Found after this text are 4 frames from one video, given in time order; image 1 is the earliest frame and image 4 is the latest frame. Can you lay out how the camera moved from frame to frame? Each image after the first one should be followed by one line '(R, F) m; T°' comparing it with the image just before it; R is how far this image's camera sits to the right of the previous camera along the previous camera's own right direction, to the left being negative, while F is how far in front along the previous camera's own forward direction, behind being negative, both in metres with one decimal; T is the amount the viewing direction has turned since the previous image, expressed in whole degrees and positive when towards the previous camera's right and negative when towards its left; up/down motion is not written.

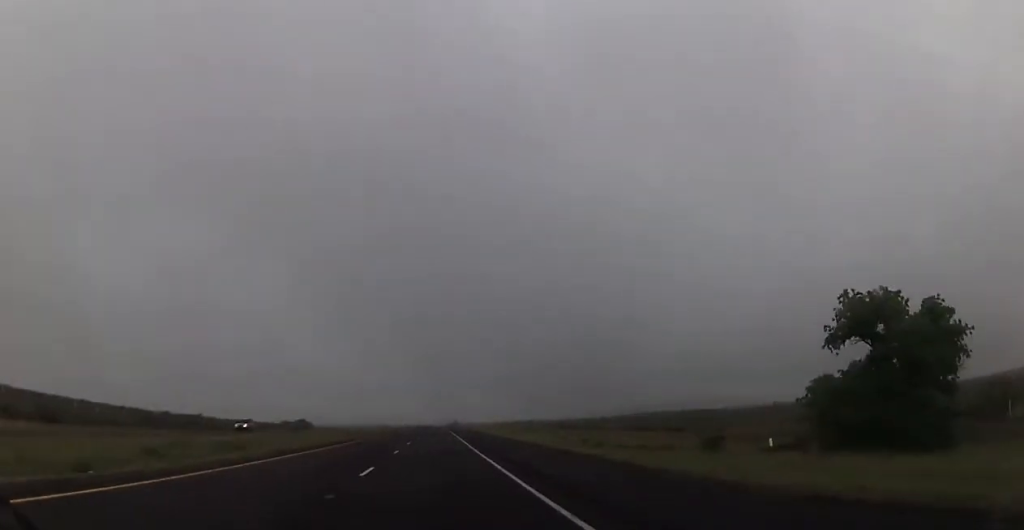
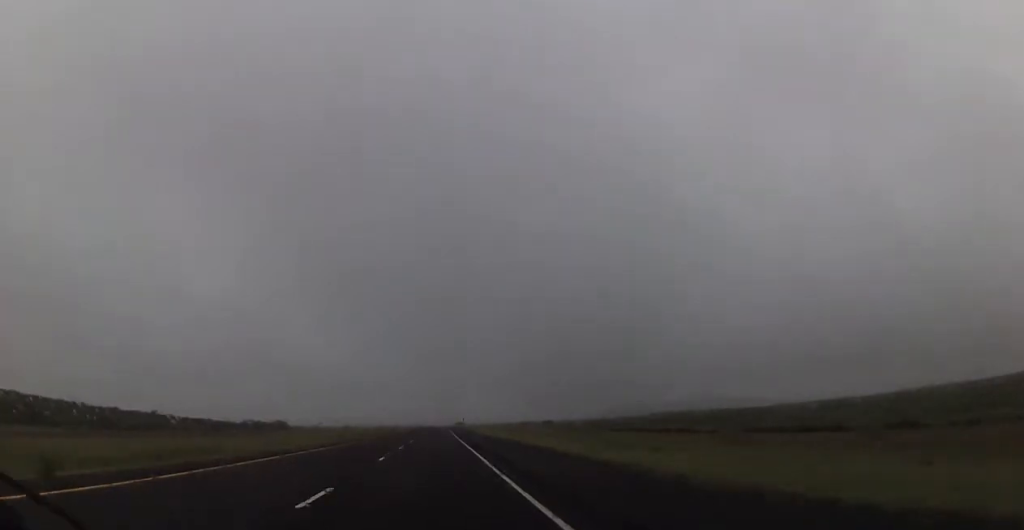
(+0.8, +55.1) m; 0°
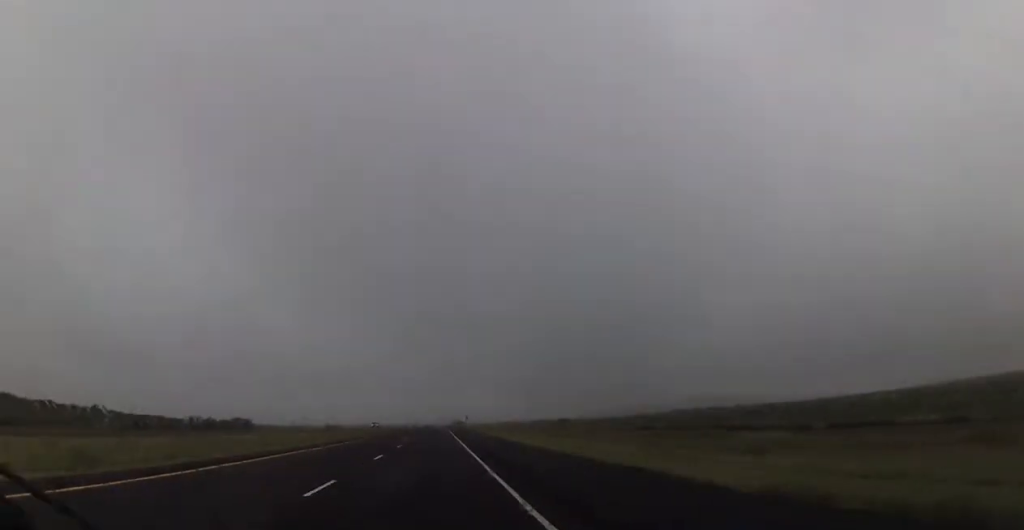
(-0.3, +46.9) m; 0°
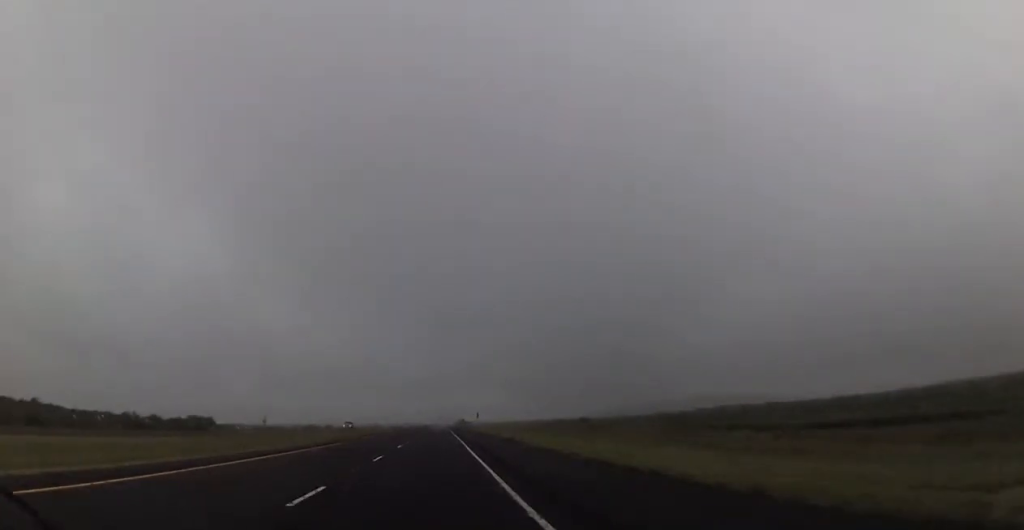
(0.0, +37.7) m; 0°
